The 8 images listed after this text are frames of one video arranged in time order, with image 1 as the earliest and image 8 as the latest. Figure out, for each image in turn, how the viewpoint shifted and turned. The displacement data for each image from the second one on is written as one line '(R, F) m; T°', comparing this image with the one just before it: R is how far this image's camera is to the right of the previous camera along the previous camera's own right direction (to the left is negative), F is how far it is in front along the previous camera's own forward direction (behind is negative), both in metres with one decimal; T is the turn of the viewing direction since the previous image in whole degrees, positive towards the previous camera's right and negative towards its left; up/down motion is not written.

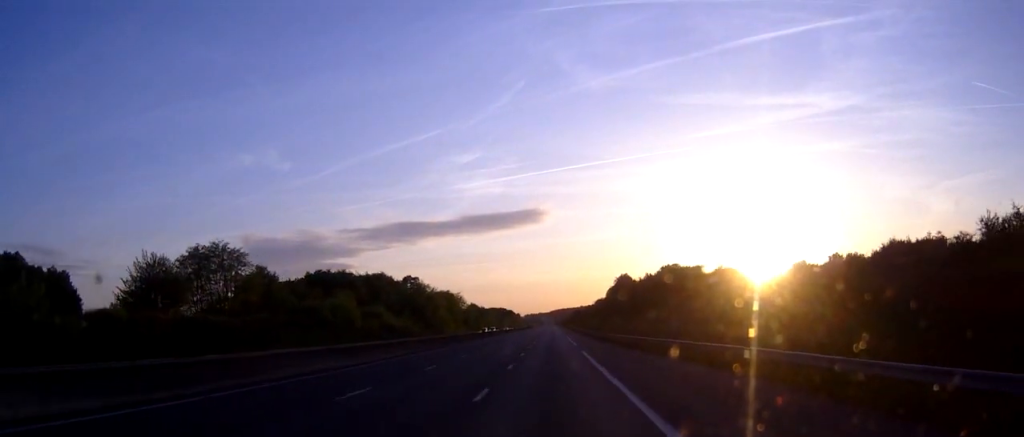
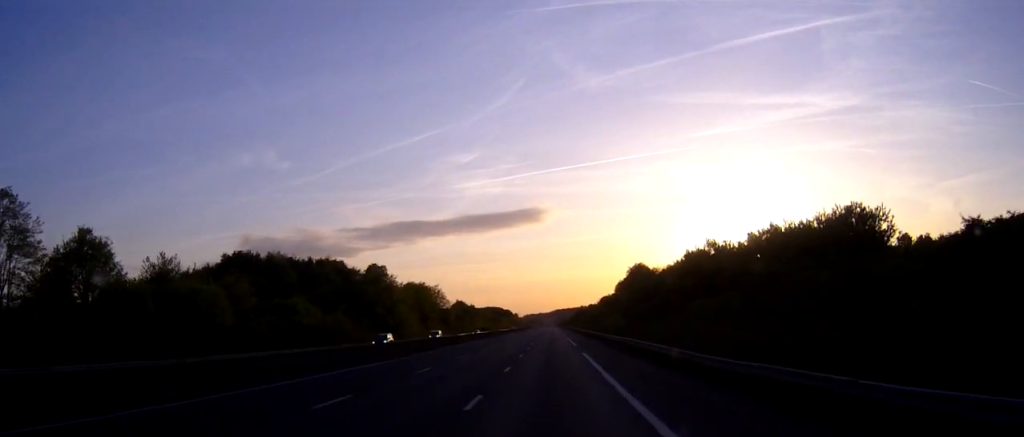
(-0.1, +53.6) m; 0°
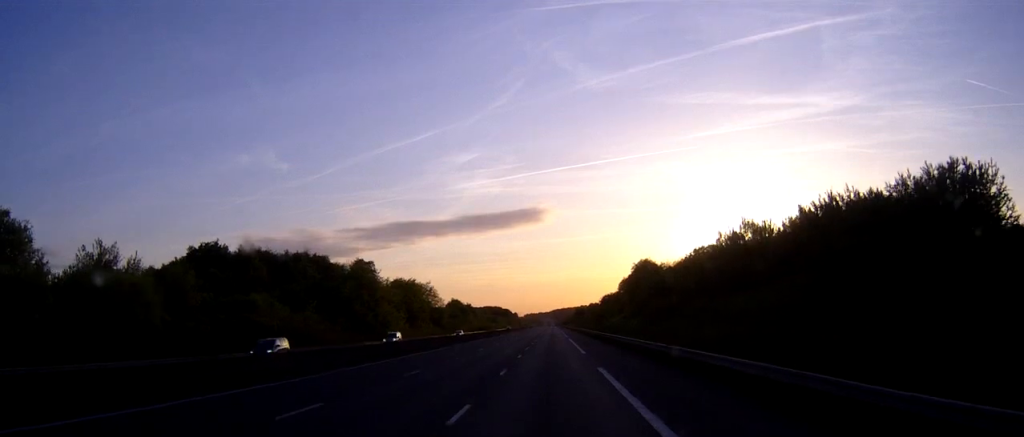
(0.0, +15.6) m; 0°
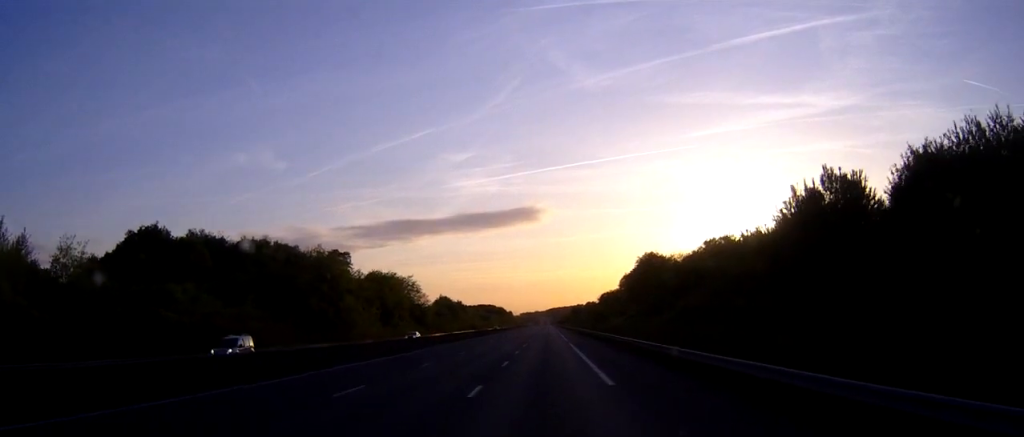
(0.0, +21.4) m; 0°
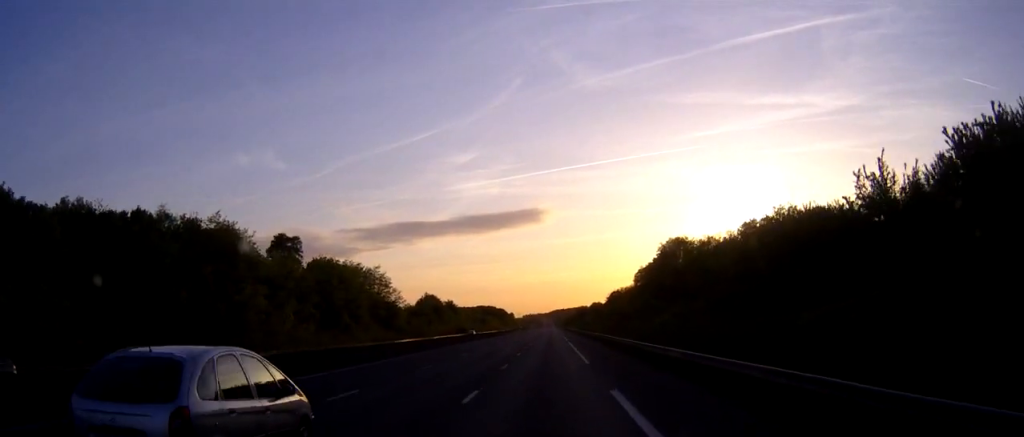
(+0.1, +39.9) m; 0°
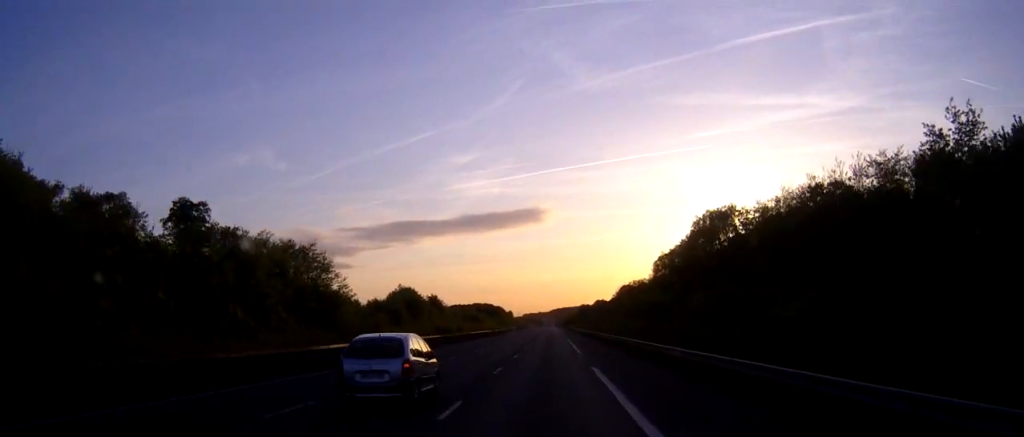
(0.0, +42.9) m; 0°
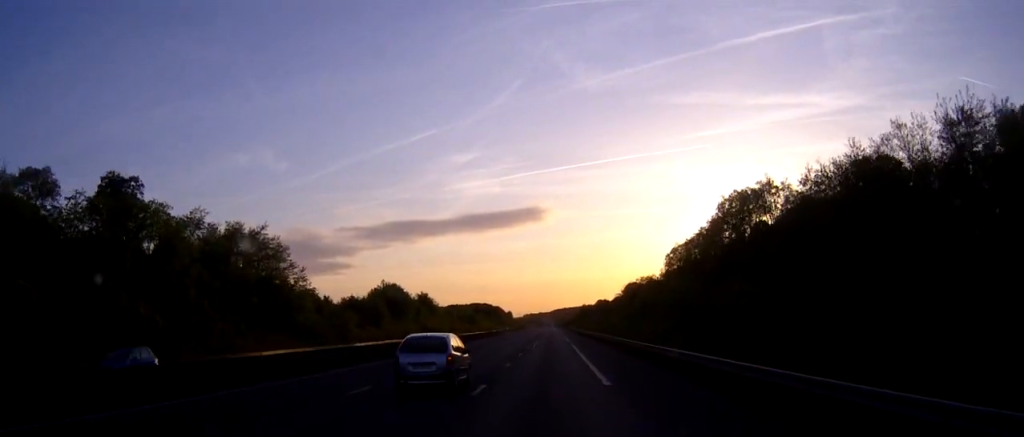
(-0.1, +20.5) m; 0°
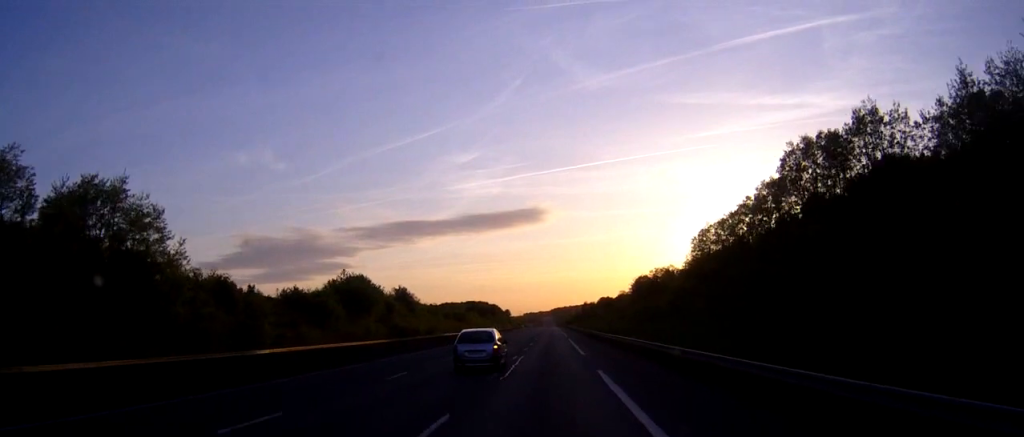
(0.0, +34.1) m; 0°
